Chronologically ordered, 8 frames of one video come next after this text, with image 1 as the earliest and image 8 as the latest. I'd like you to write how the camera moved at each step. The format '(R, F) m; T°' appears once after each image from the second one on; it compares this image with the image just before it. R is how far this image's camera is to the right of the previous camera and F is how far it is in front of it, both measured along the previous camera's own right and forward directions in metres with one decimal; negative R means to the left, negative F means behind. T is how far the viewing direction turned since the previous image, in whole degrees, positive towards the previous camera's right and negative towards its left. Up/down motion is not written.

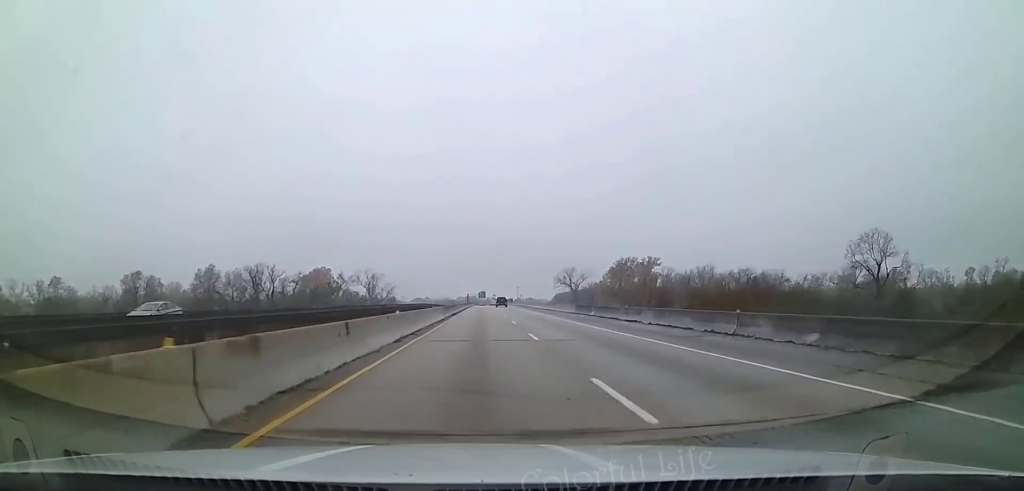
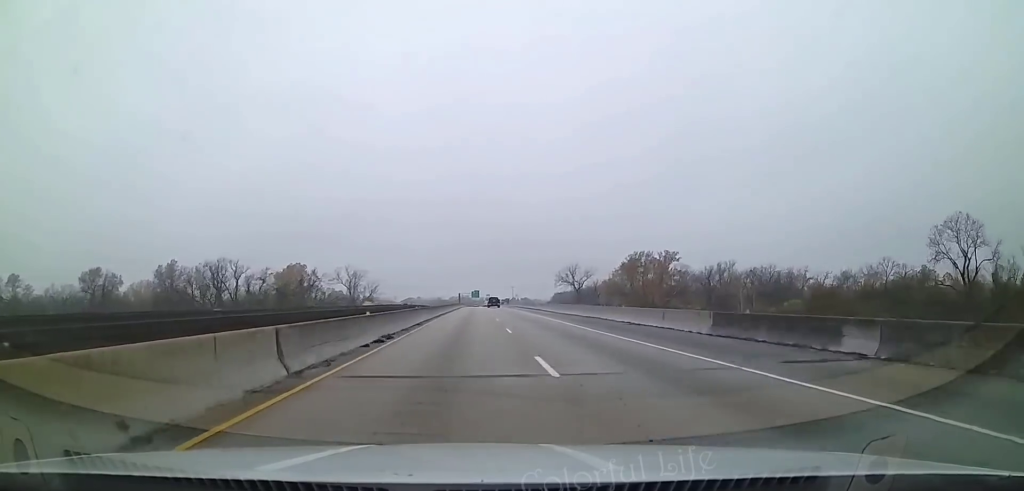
(+0.3, +32.7) m; +1°
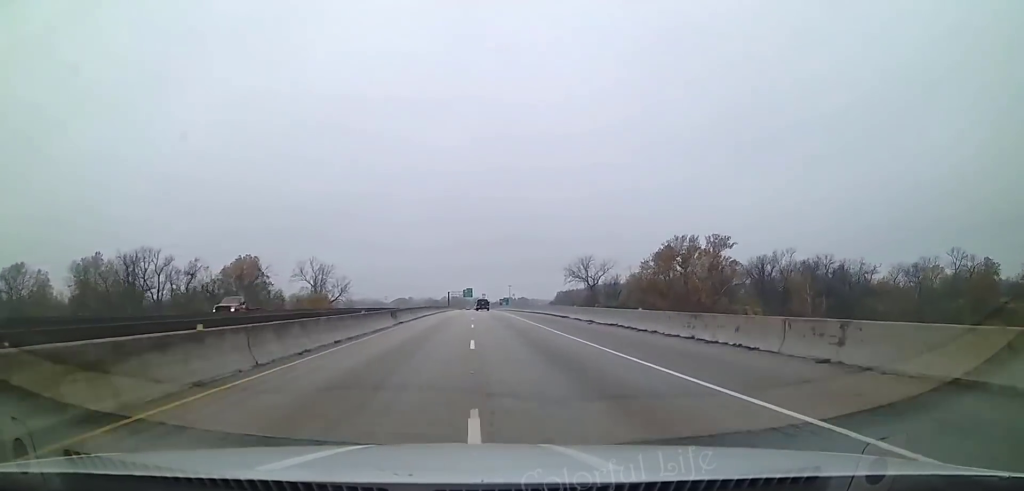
(+0.3, +54.4) m; +1°
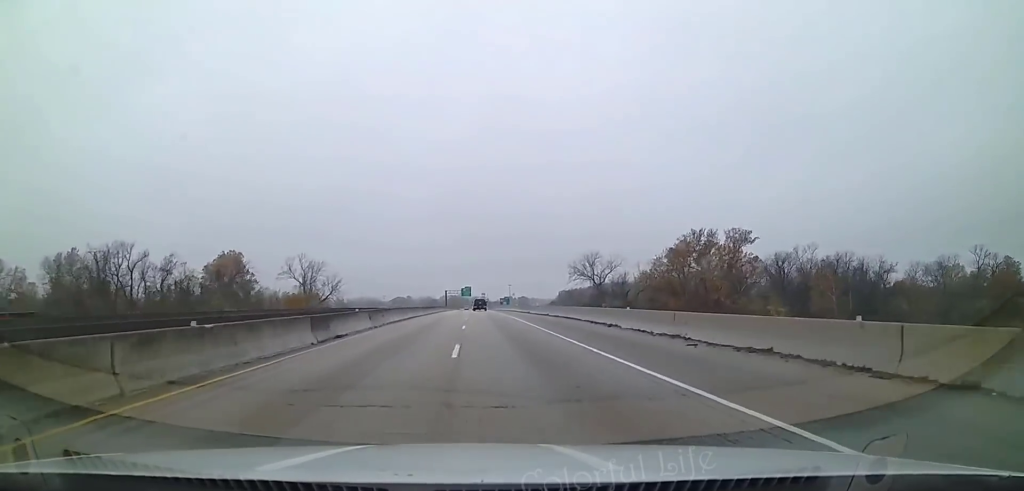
(0.0, +14.8) m; 0°
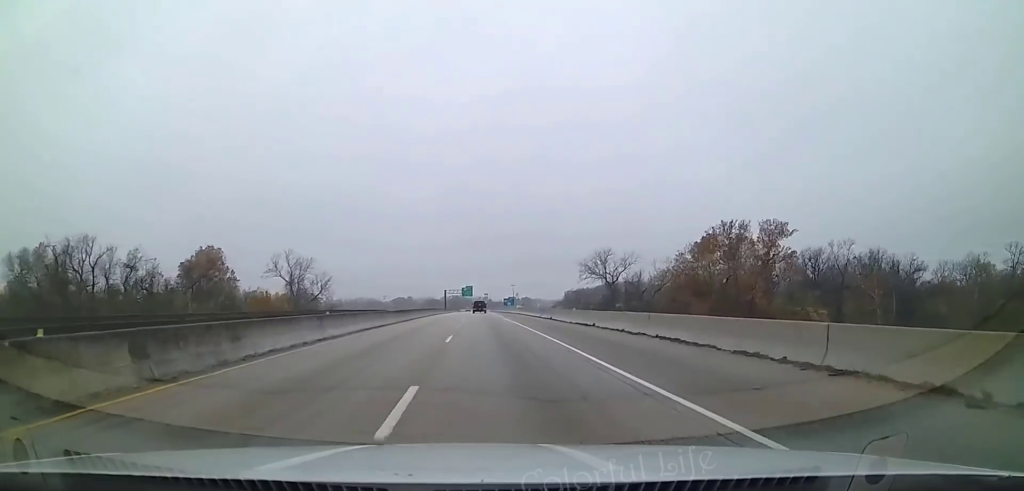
(+0.2, +19.3) m; 0°
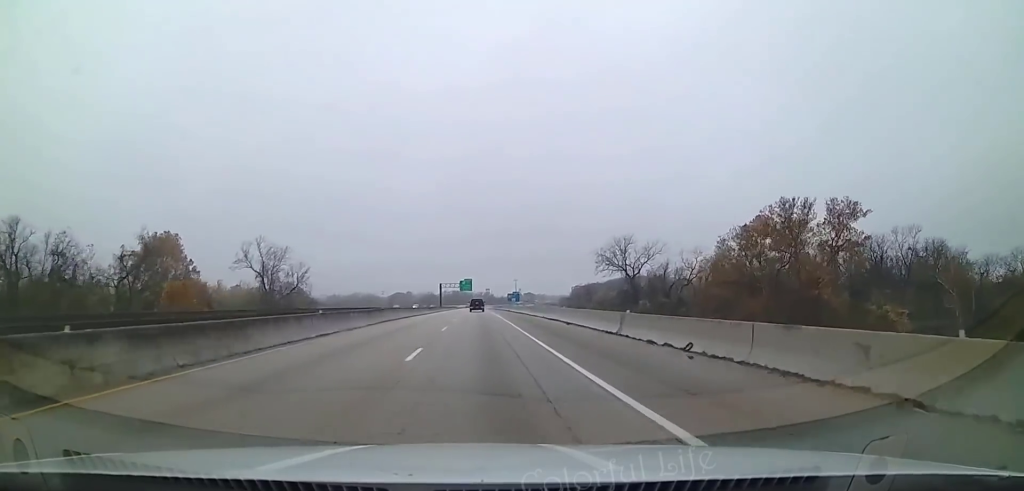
(-0.3, +29.5) m; -1°
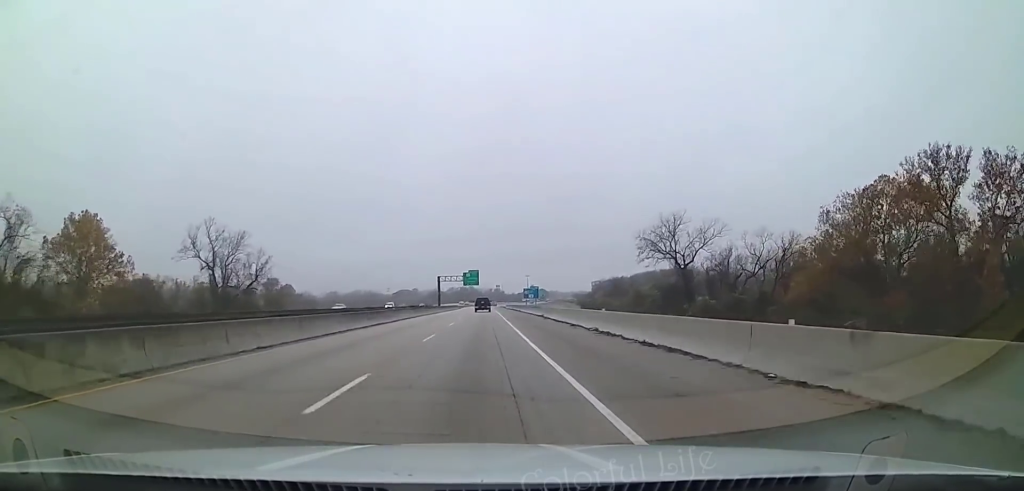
(-0.1, +42.1) m; -1°
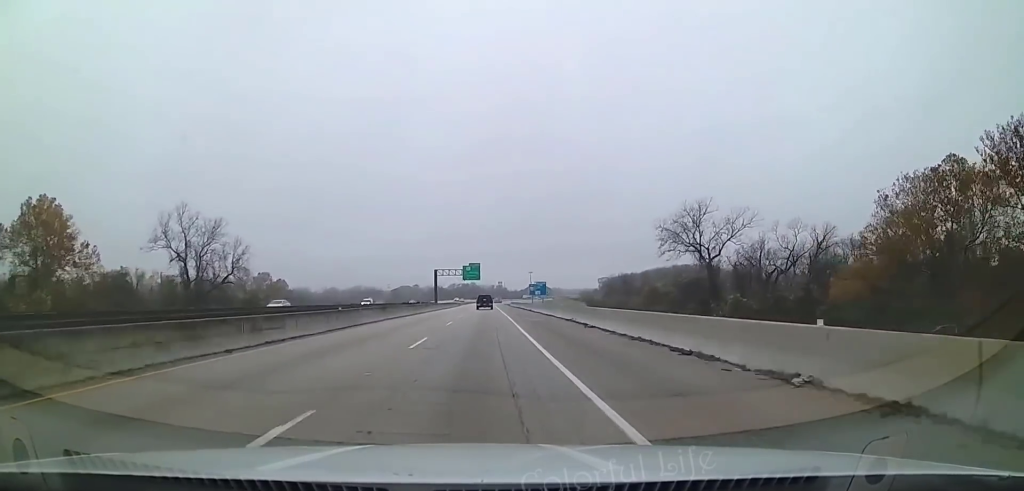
(-0.3, +16.0) m; 0°
